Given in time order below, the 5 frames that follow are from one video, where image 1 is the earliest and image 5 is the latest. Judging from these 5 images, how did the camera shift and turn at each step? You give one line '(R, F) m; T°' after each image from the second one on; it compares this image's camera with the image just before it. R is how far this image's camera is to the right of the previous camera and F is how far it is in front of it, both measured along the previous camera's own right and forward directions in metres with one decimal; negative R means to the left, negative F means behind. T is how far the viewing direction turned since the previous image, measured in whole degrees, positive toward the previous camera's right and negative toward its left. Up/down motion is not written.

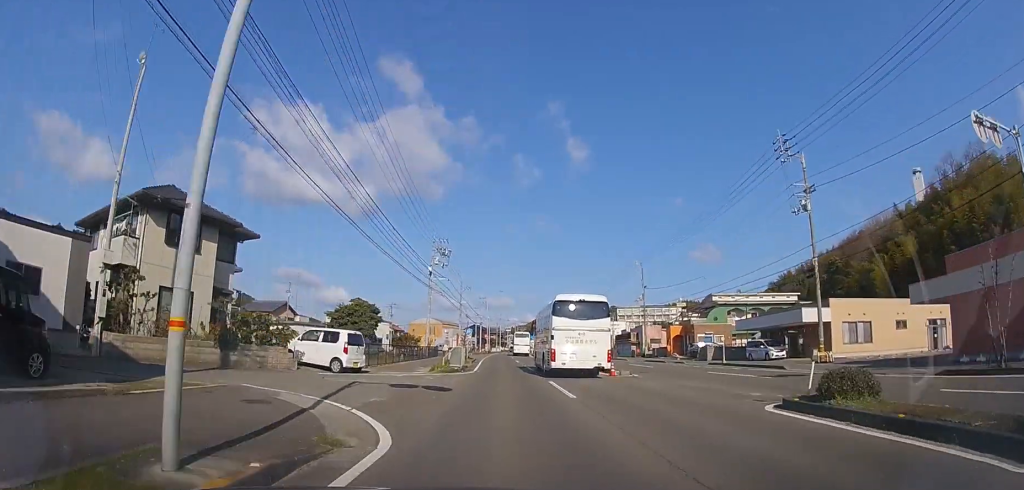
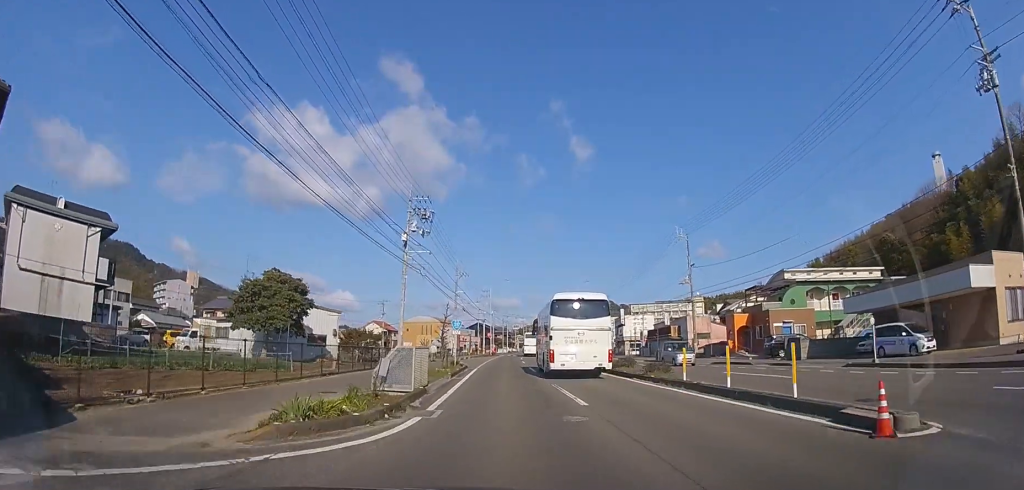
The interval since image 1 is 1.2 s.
(0.0, +16.7) m; 0°
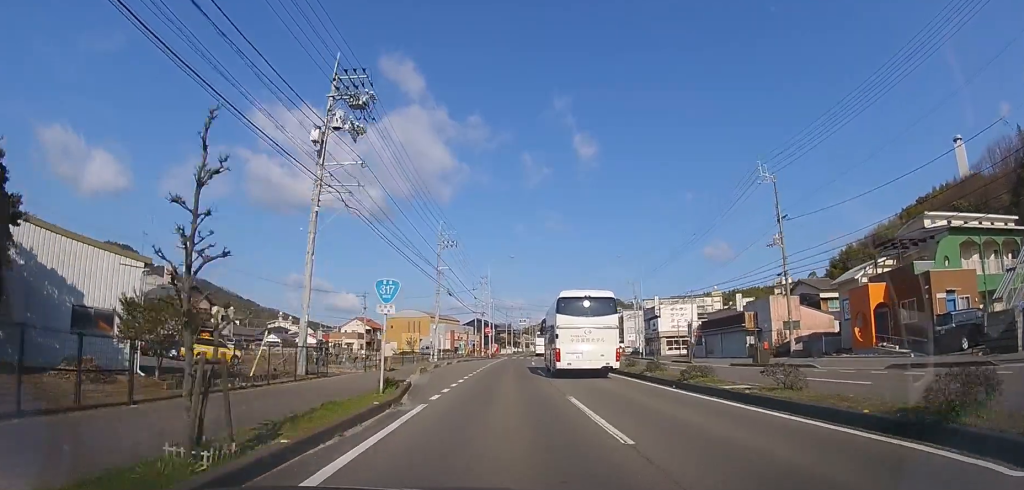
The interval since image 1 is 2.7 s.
(-0.1, +19.1) m; 0°
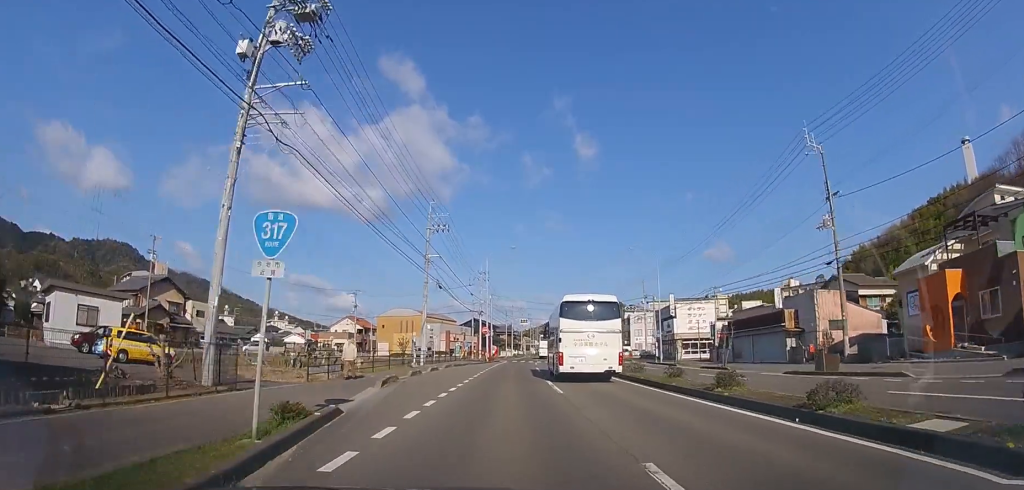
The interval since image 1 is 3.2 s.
(0.0, +7.0) m; 0°
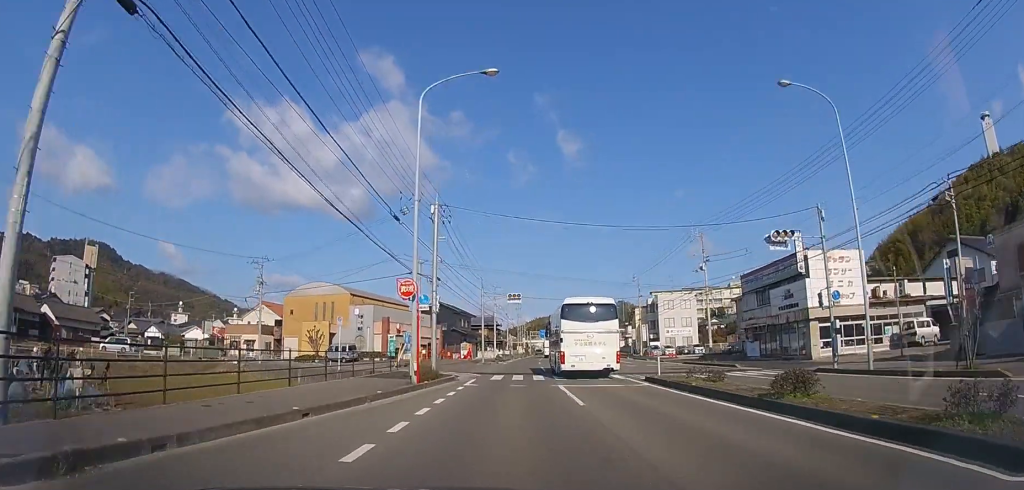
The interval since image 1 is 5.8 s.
(0.0, +33.7) m; 0°
